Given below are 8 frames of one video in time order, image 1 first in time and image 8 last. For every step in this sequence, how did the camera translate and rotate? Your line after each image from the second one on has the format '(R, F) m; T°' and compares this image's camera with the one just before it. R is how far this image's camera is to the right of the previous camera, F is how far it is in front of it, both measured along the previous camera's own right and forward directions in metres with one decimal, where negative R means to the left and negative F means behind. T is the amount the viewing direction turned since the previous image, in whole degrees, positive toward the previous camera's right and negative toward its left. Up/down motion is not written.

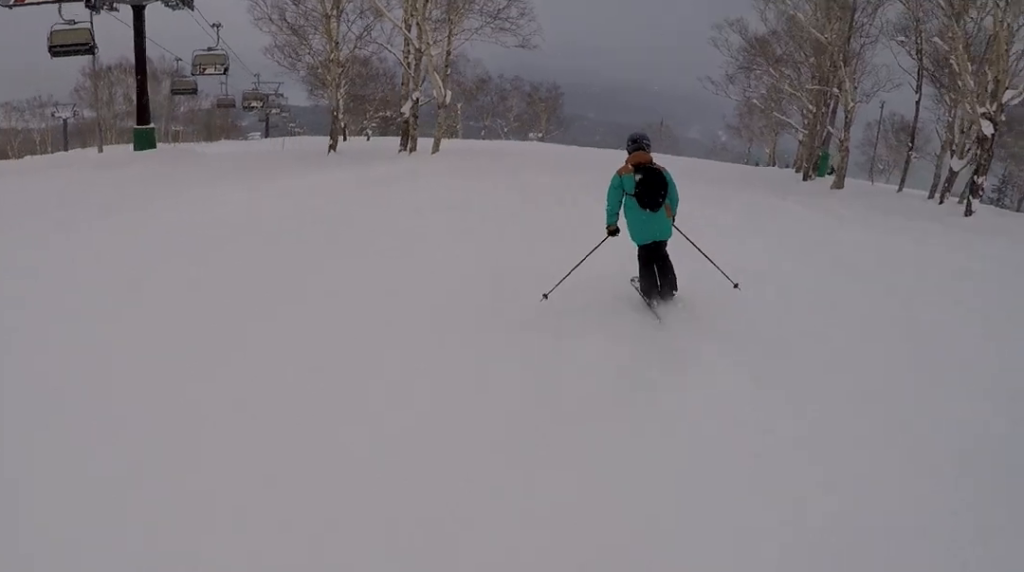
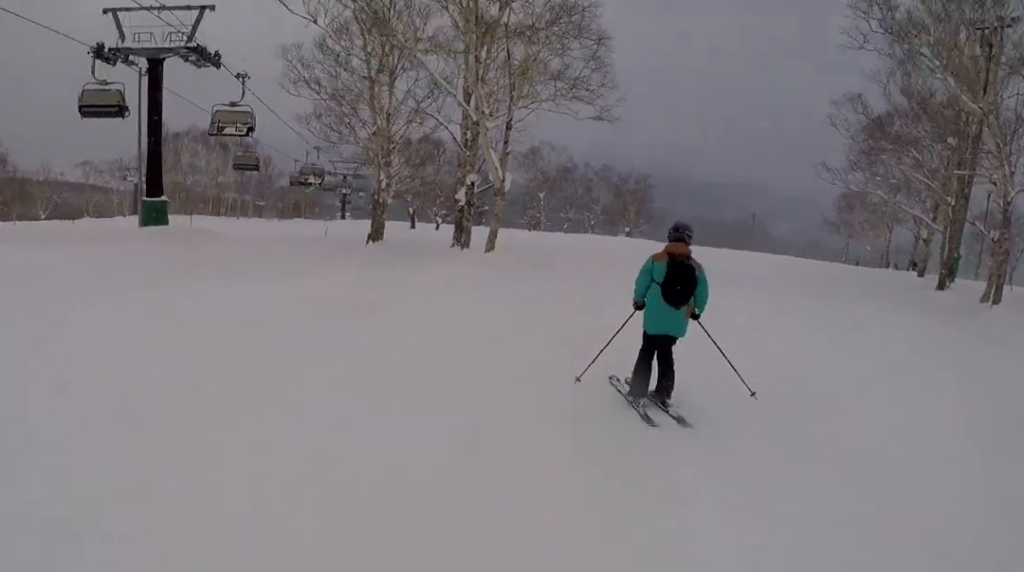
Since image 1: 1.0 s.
(+0.3, +6.6) m; 0°
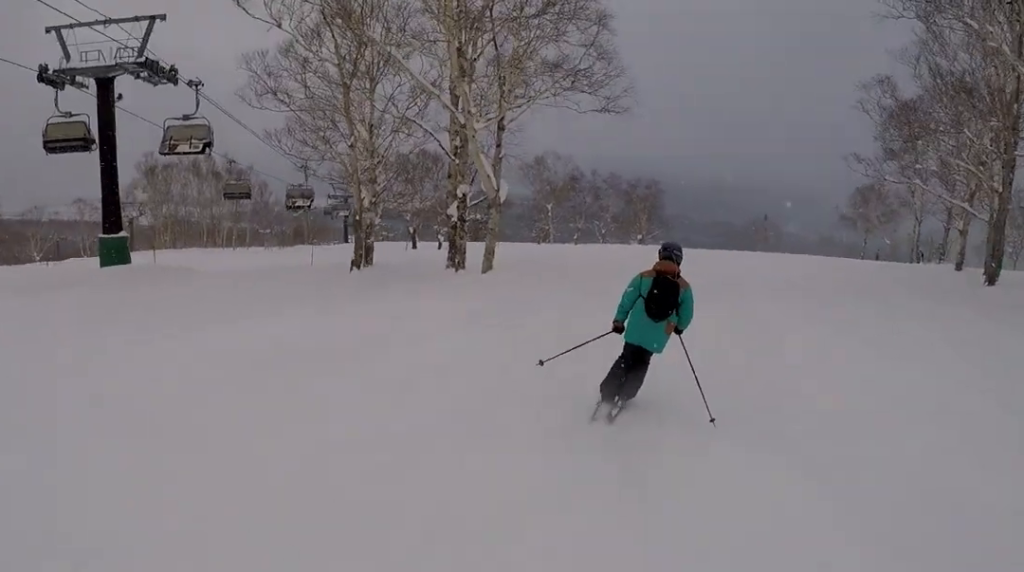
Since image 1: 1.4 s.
(+0.3, +3.2) m; +1°
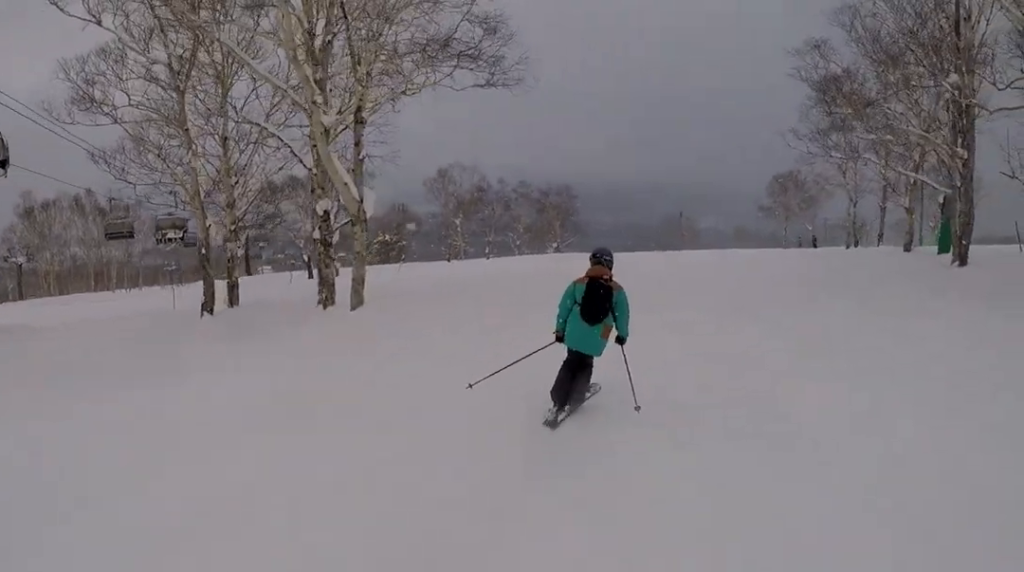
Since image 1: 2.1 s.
(-0.7, +4.7) m; +5°
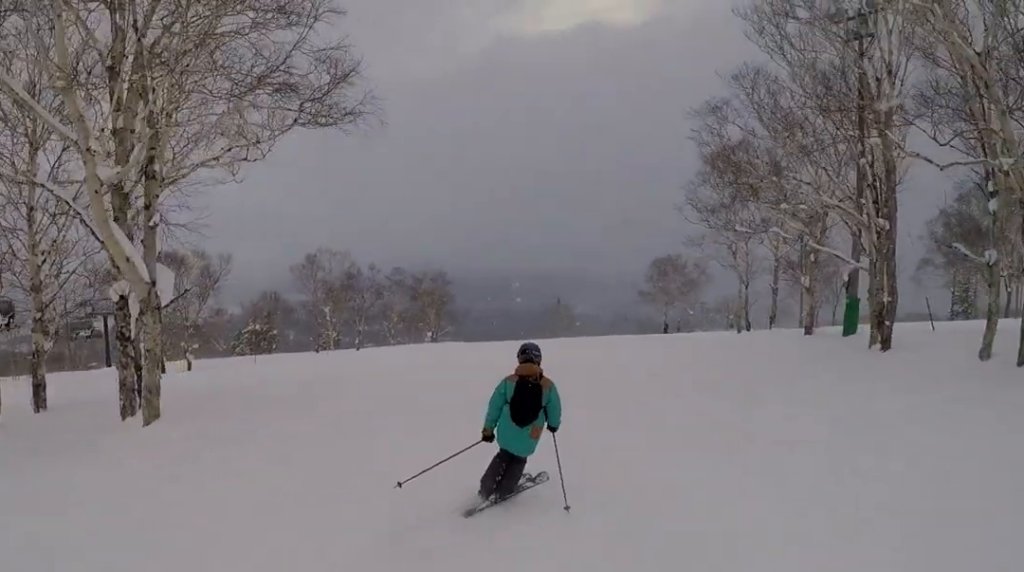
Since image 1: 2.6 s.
(+0.2, +3.6) m; +4°
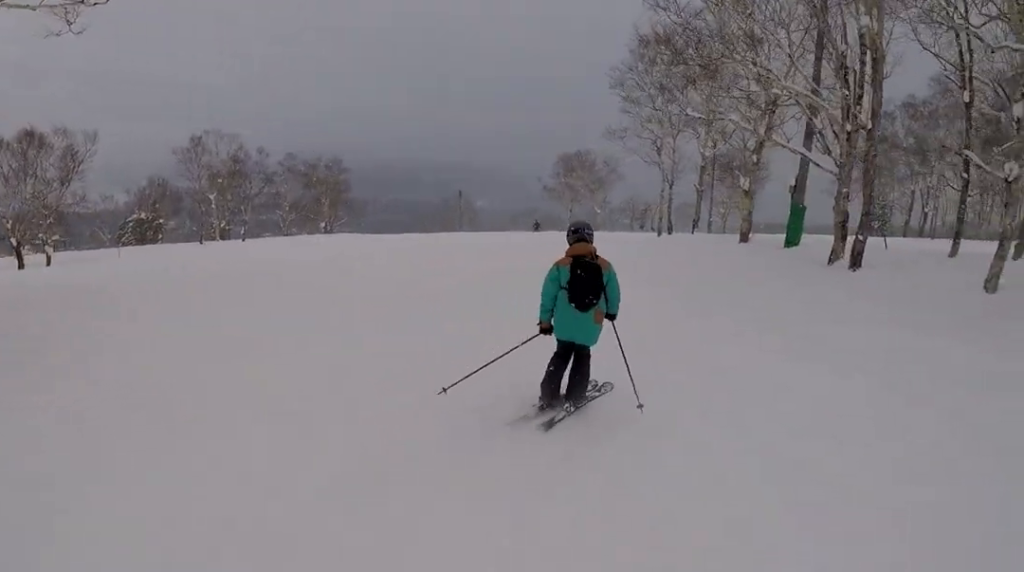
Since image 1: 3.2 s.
(+0.8, +3.8) m; +5°
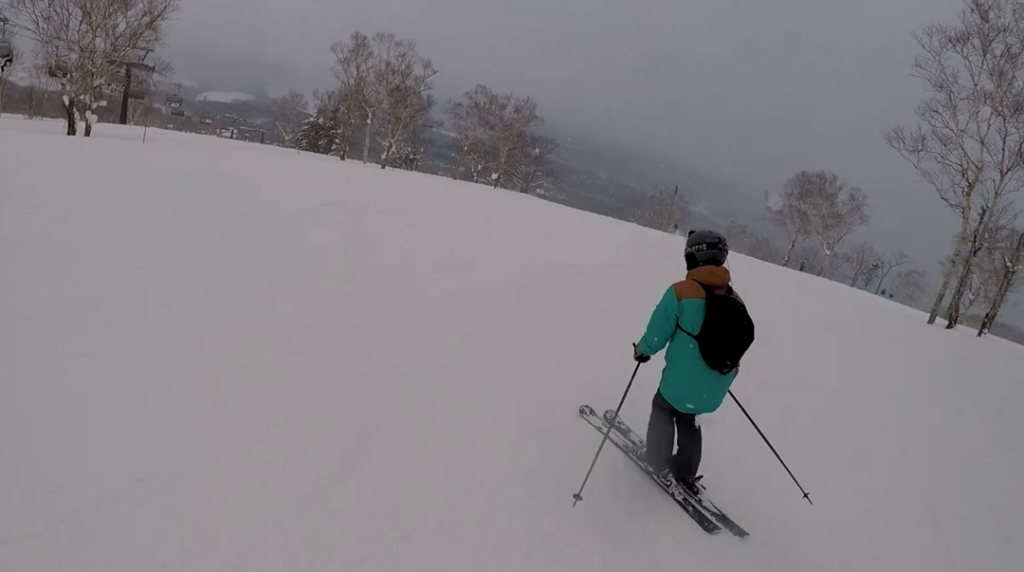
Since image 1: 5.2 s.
(-2.6, +12.7) m; -14°
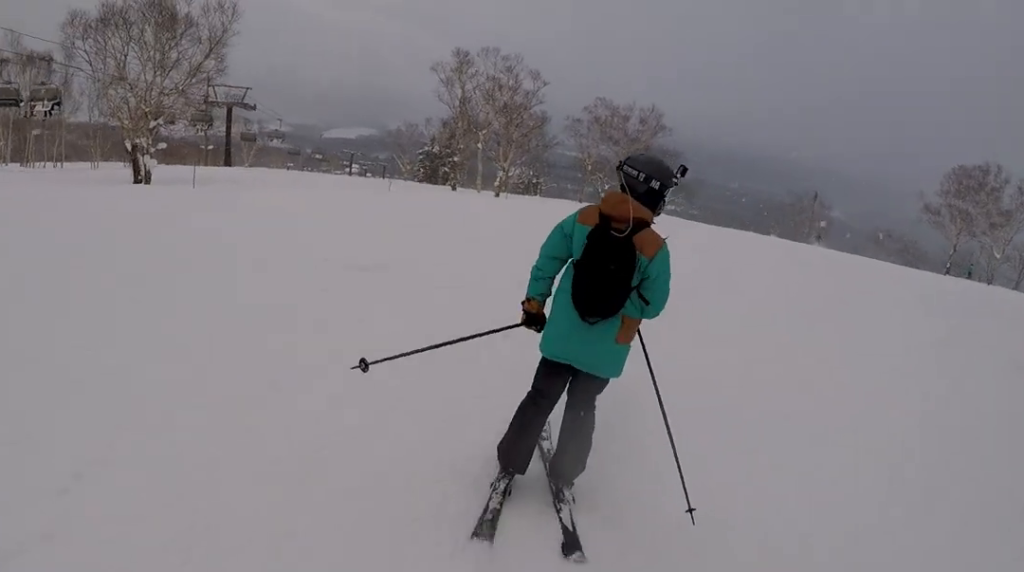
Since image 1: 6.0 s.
(+0.5, +5.4) m; 0°
